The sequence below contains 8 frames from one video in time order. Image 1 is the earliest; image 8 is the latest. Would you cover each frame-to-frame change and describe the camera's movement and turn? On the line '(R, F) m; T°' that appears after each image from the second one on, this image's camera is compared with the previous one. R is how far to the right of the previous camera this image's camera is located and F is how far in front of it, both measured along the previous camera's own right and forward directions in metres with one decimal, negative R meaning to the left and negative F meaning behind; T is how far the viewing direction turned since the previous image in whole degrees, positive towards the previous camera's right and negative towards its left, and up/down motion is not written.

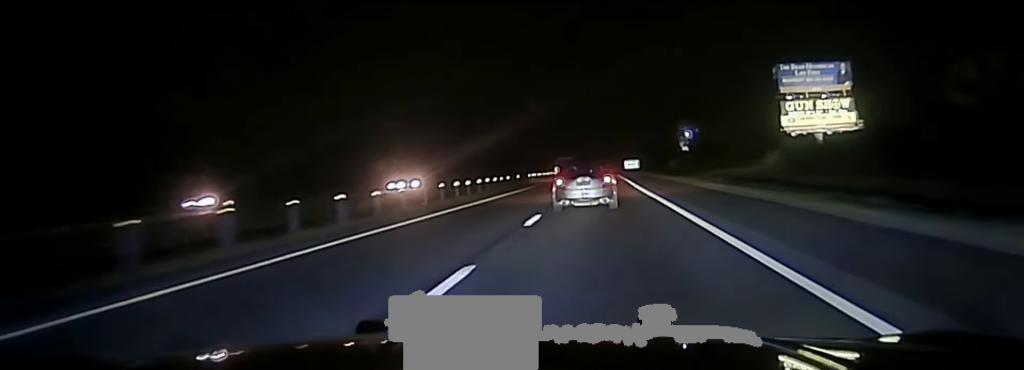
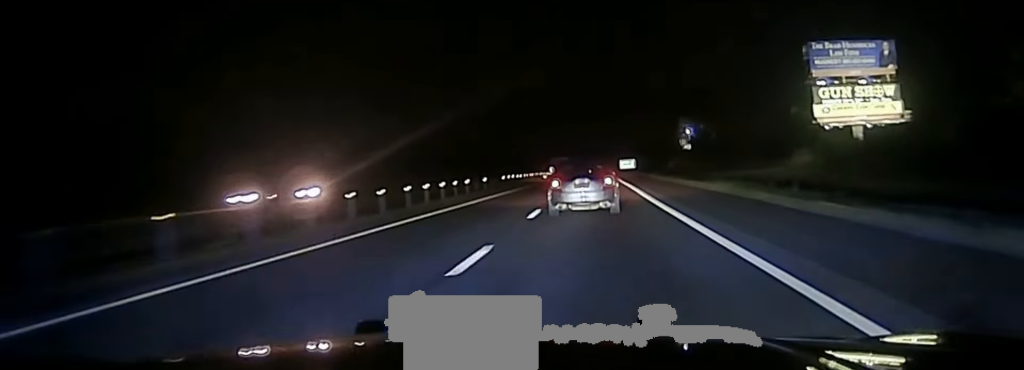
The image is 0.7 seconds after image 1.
(+0.1, +18.1) m; 0°
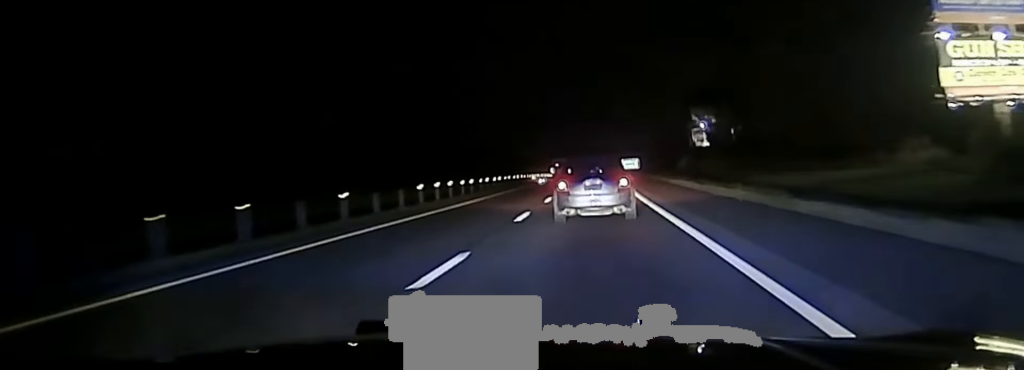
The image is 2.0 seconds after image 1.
(-0.1, +33.7) m; -1°
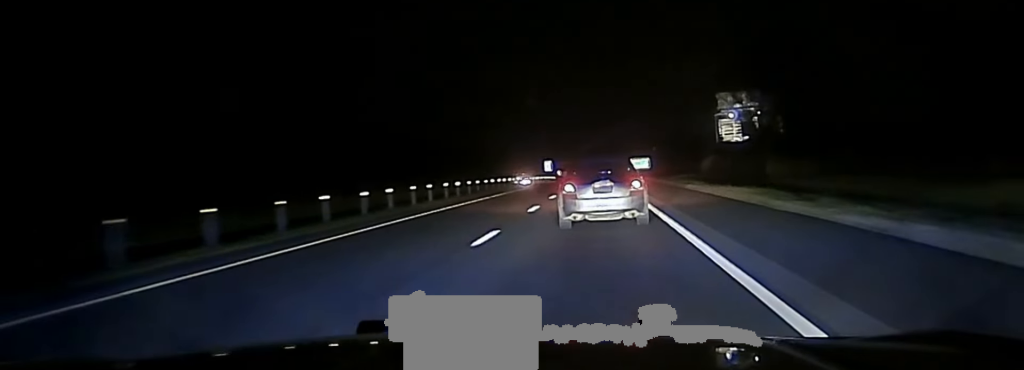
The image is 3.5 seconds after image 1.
(-0.3, +44.1) m; 0°
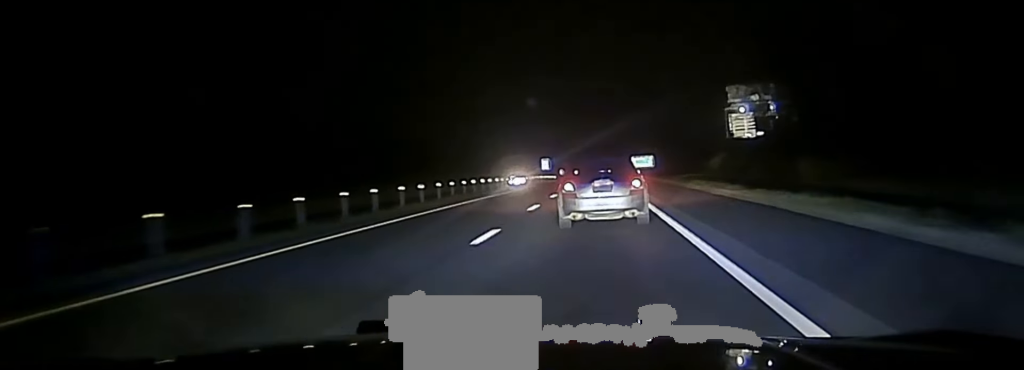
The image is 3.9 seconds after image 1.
(0.0, +13.1) m; 0°
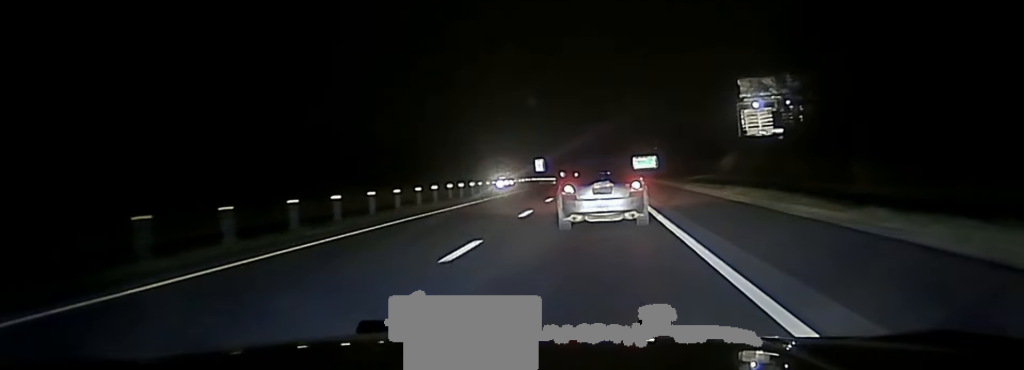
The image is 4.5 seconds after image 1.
(0.0, +16.4) m; 0°
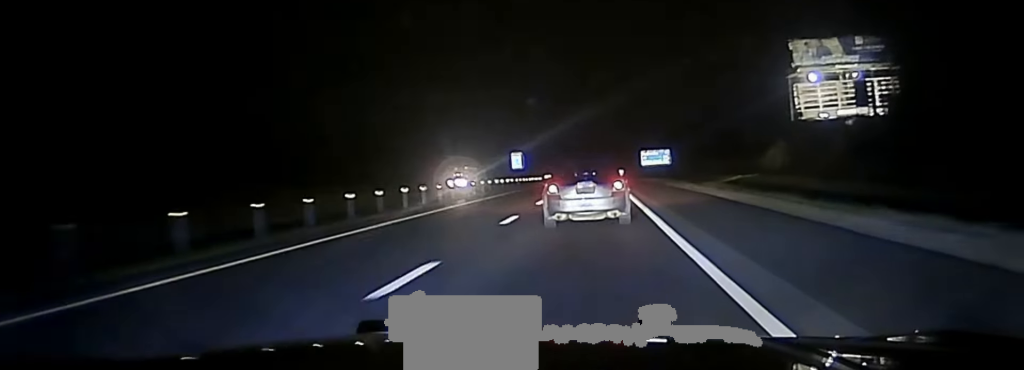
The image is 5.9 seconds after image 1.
(+0.1, +41.2) m; 0°
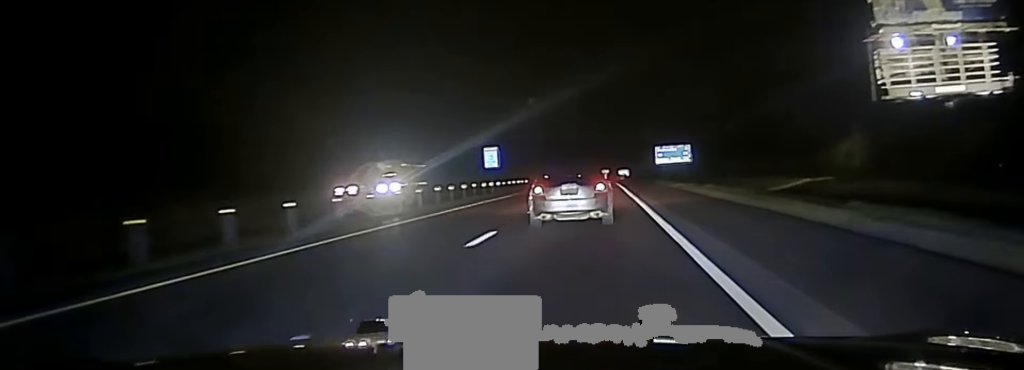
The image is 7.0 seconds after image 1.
(+0.1, +30.3) m; 0°
